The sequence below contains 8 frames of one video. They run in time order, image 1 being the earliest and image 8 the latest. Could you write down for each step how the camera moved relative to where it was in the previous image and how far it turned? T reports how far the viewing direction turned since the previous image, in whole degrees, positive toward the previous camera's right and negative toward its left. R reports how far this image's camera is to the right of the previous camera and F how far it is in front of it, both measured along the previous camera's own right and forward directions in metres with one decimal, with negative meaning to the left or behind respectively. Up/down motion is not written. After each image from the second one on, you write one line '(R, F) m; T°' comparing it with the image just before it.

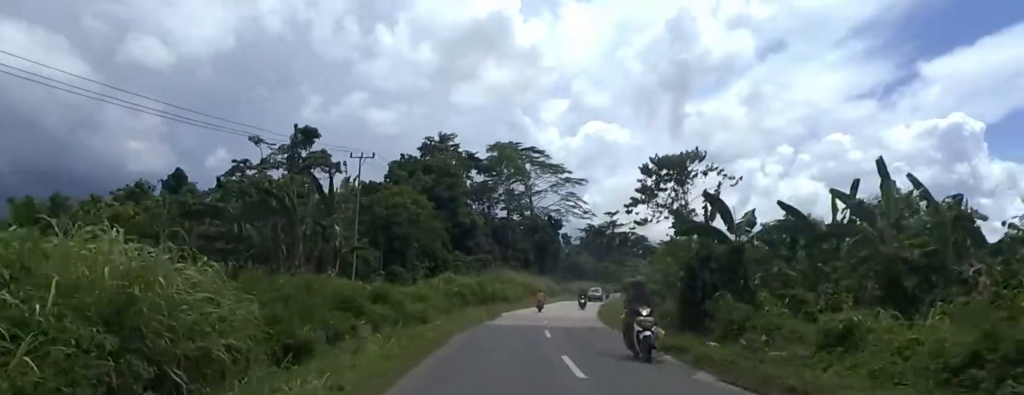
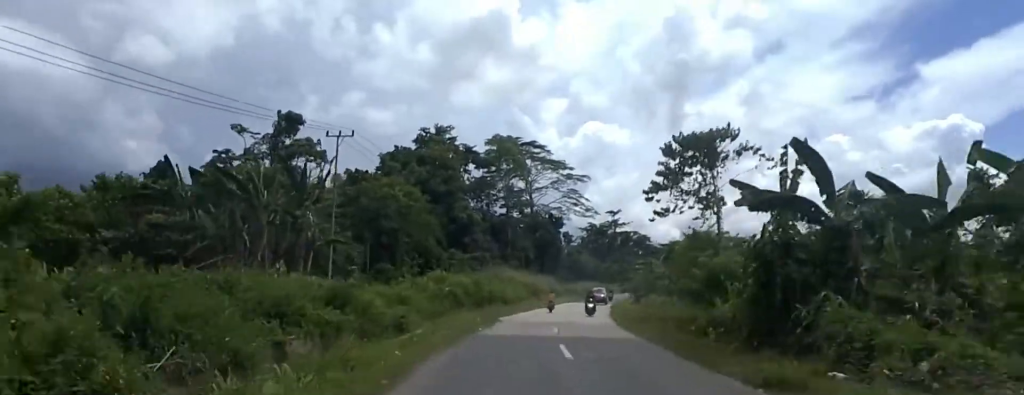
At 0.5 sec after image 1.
(0.0, +5.5) m; +1°
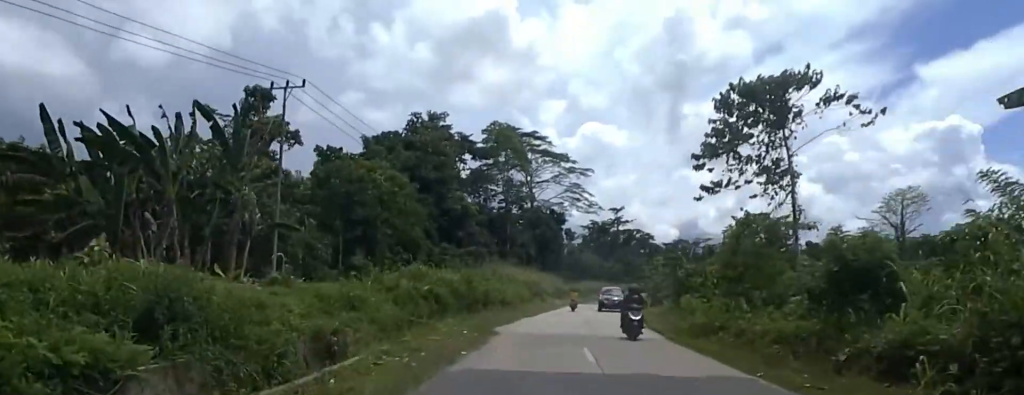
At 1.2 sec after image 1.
(+0.1, +8.7) m; +3°
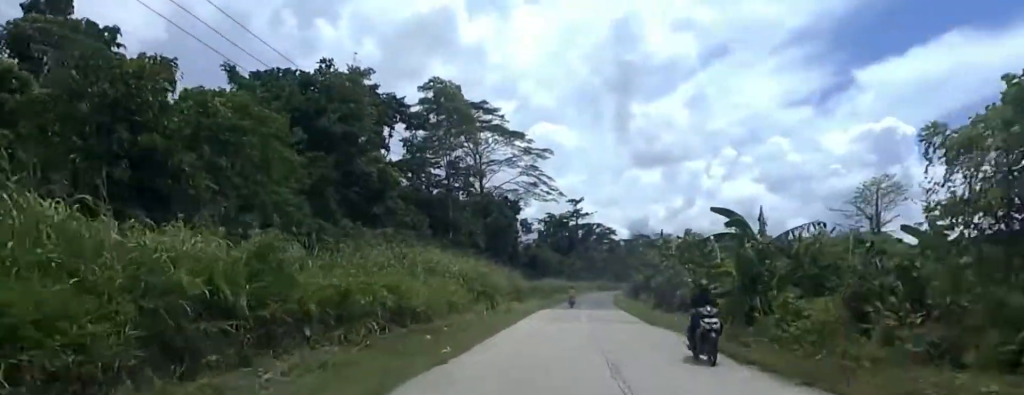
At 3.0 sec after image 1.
(+0.9, +19.6) m; +2°
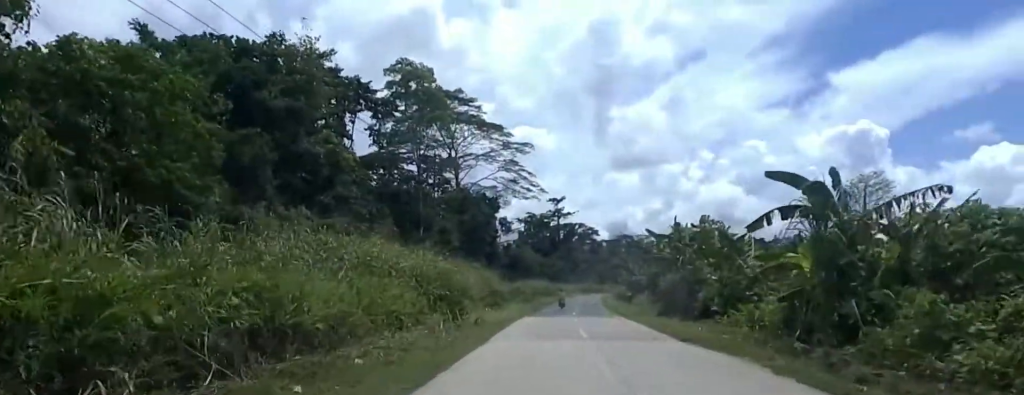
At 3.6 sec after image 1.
(0.0, +7.2) m; 0°
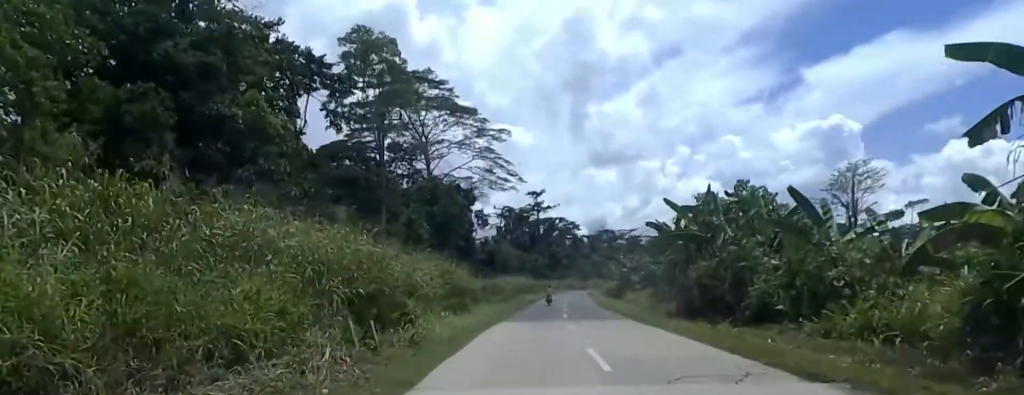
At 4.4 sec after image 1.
(0.0, +7.8) m; 0°
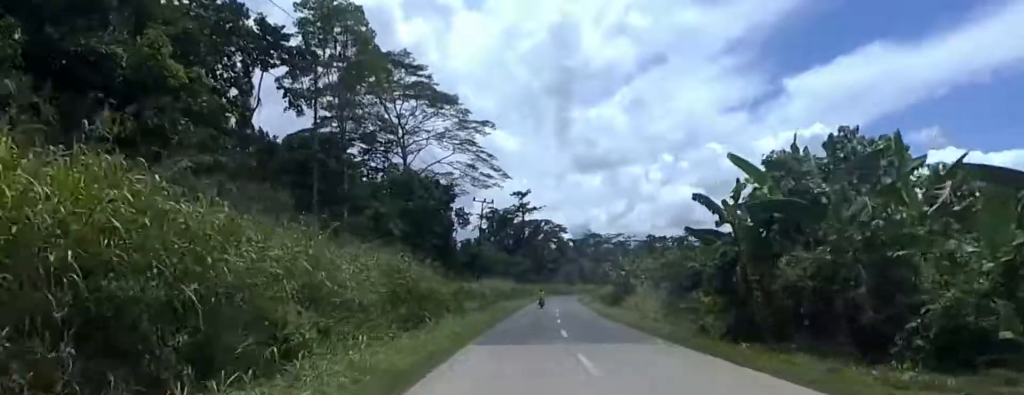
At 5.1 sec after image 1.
(0.0, +7.7) m; 0°
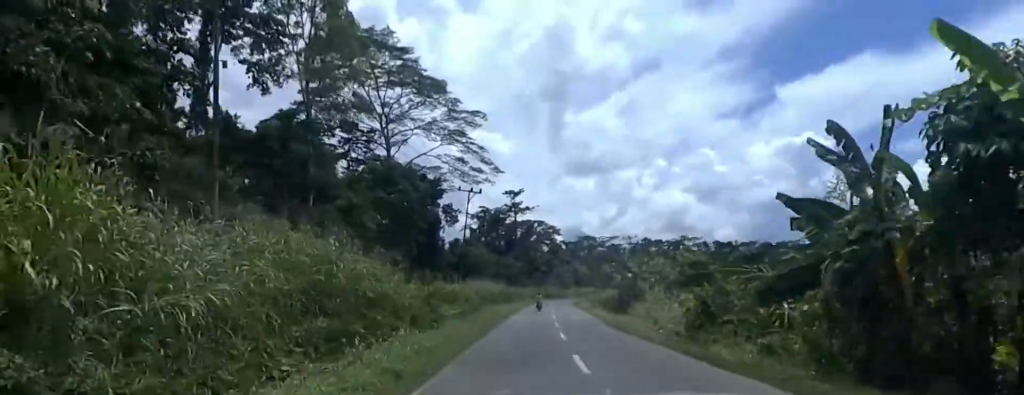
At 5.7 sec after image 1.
(0.0, +6.7) m; +1°
